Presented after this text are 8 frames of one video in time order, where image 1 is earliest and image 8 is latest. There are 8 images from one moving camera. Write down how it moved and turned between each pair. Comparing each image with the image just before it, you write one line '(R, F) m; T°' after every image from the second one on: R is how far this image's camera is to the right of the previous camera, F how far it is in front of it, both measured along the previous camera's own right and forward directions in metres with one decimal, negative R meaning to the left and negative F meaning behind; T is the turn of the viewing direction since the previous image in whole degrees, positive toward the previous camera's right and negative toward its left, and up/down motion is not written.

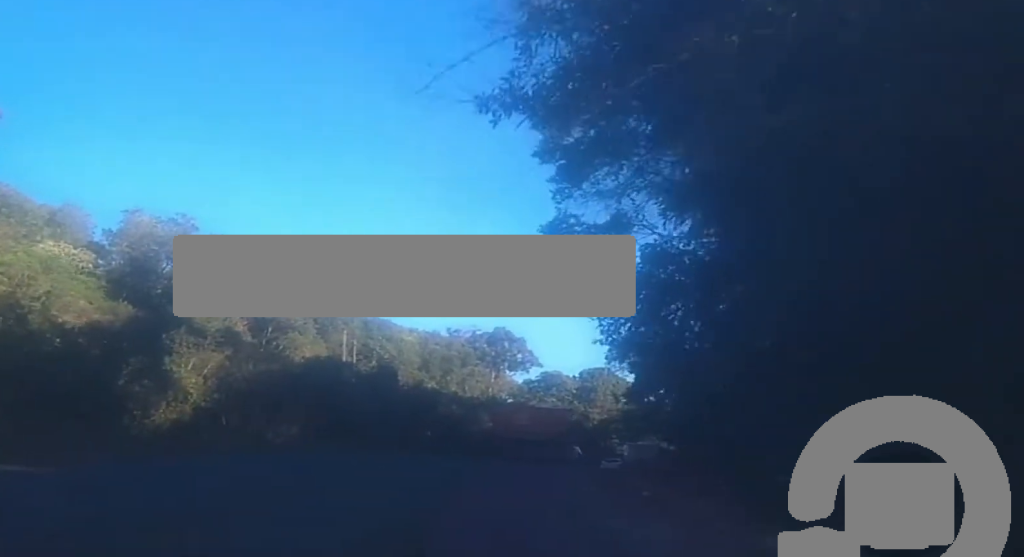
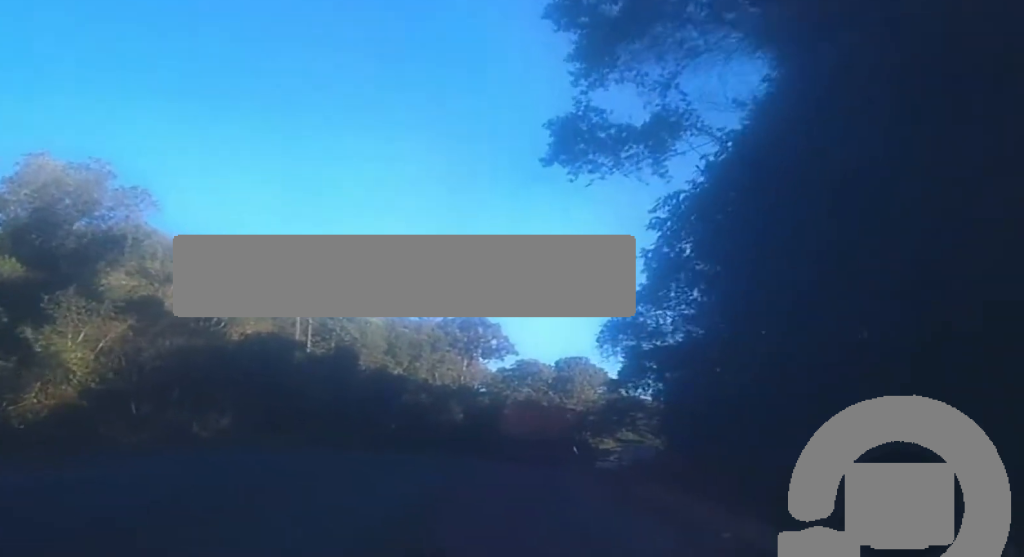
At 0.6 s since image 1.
(+0.1, +8.8) m; +1°
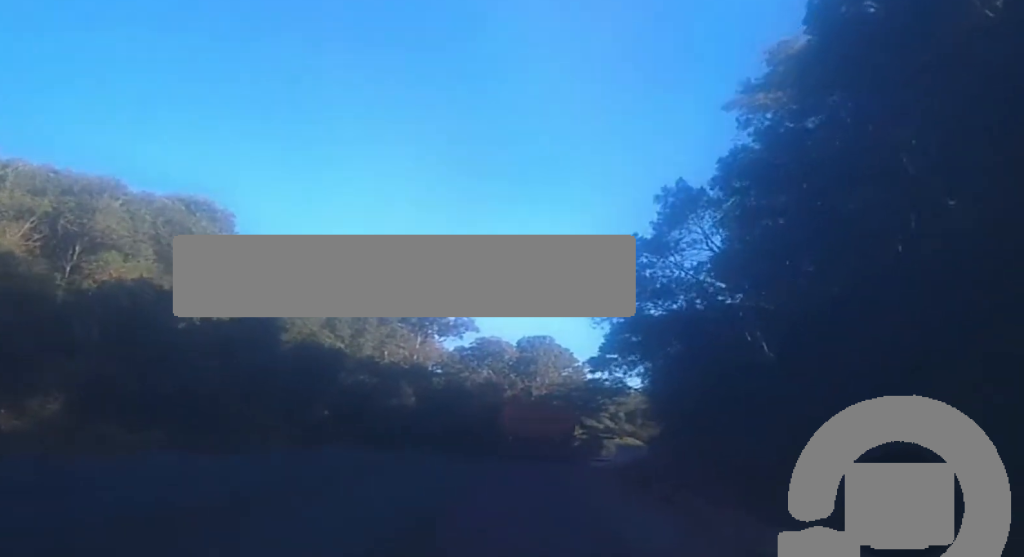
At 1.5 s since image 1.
(+0.3, +13.1) m; +2°
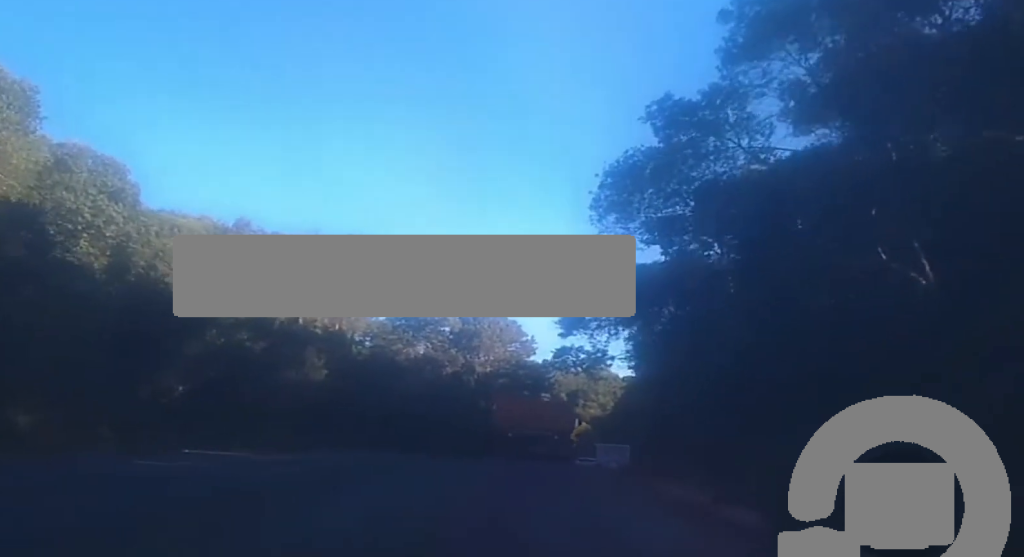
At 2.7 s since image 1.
(+0.5, +17.2) m; +2°
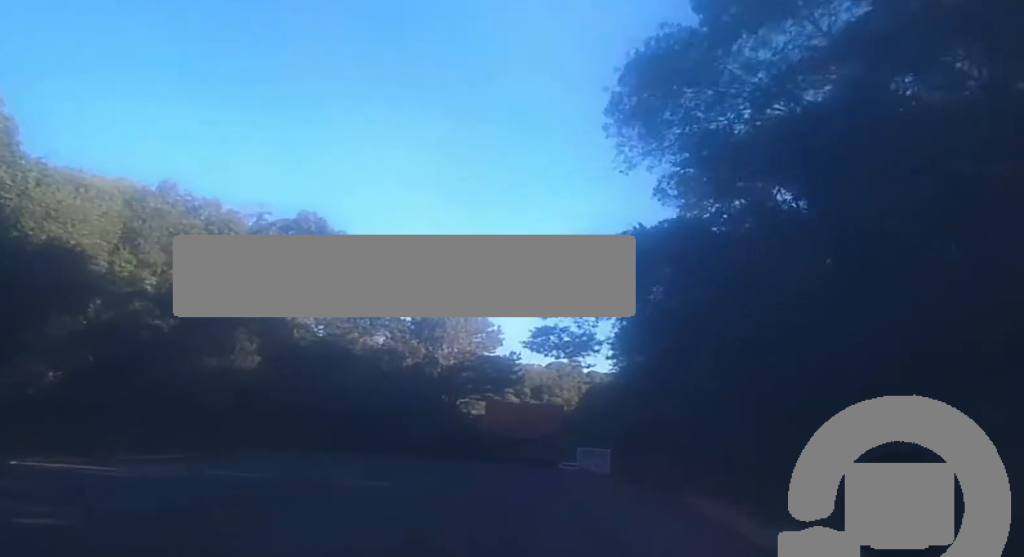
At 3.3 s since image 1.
(+0.1, +8.1) m; +1°
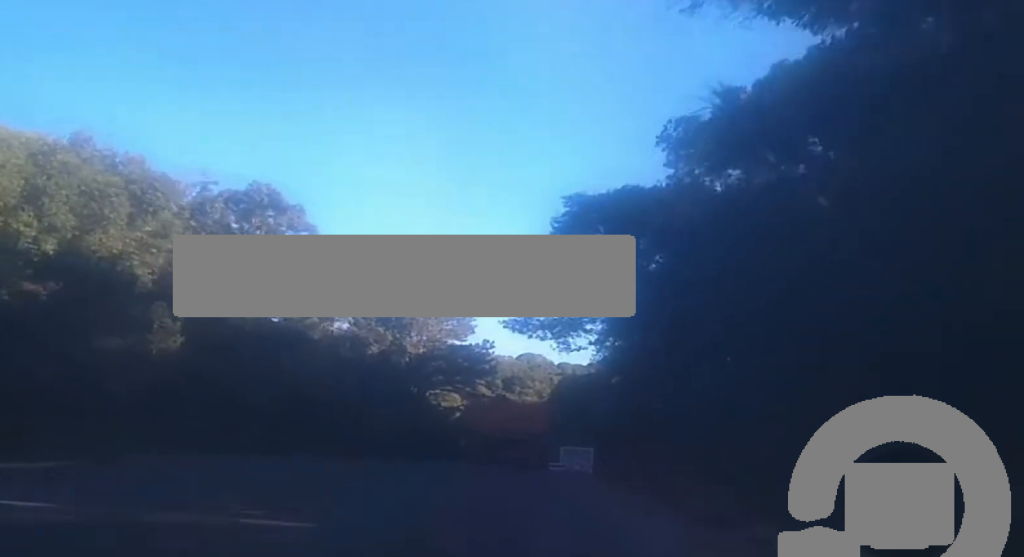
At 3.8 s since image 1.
(0.0, +7.1) m; +1°
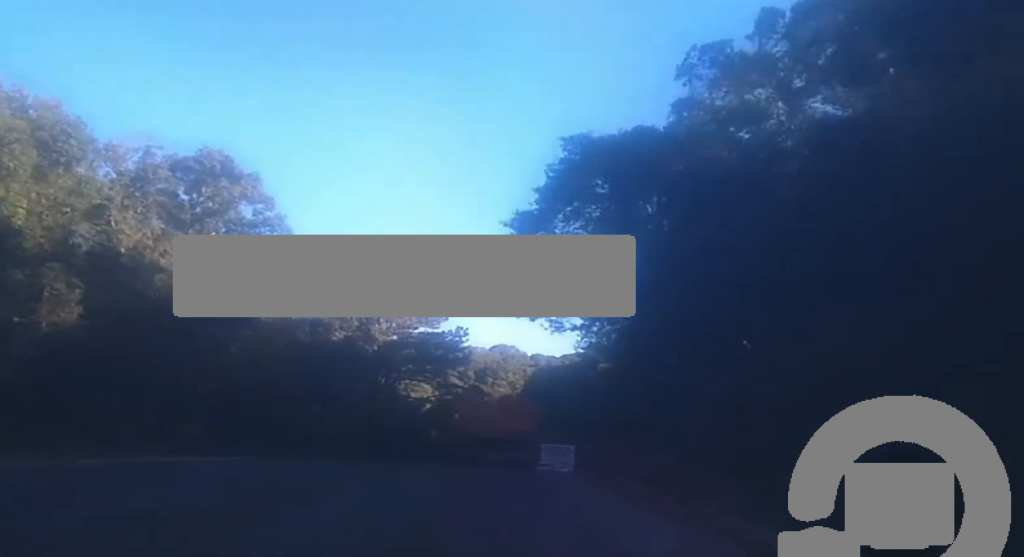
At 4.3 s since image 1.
(0.0, +7.1) m; +1°
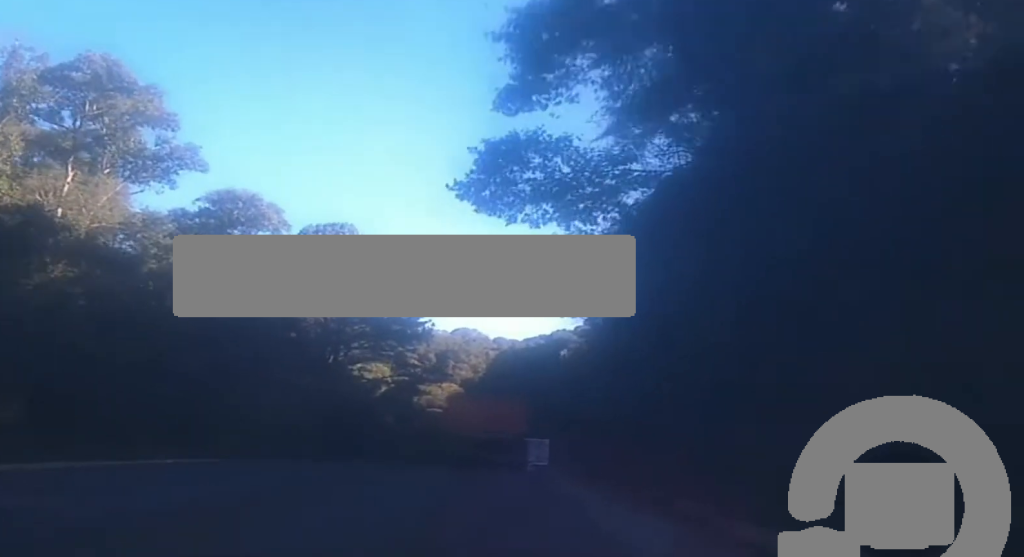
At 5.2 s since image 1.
(+0.5, +13.4) m; +4°
